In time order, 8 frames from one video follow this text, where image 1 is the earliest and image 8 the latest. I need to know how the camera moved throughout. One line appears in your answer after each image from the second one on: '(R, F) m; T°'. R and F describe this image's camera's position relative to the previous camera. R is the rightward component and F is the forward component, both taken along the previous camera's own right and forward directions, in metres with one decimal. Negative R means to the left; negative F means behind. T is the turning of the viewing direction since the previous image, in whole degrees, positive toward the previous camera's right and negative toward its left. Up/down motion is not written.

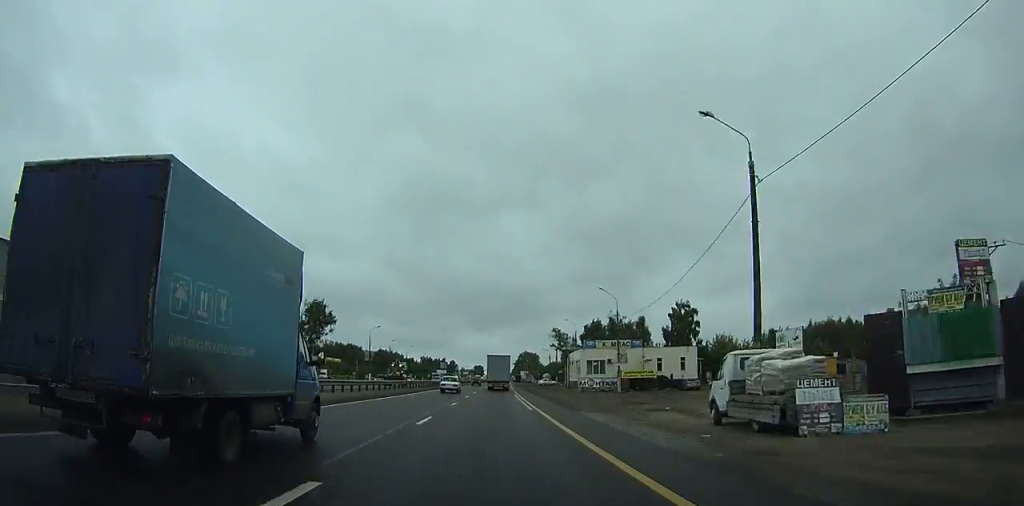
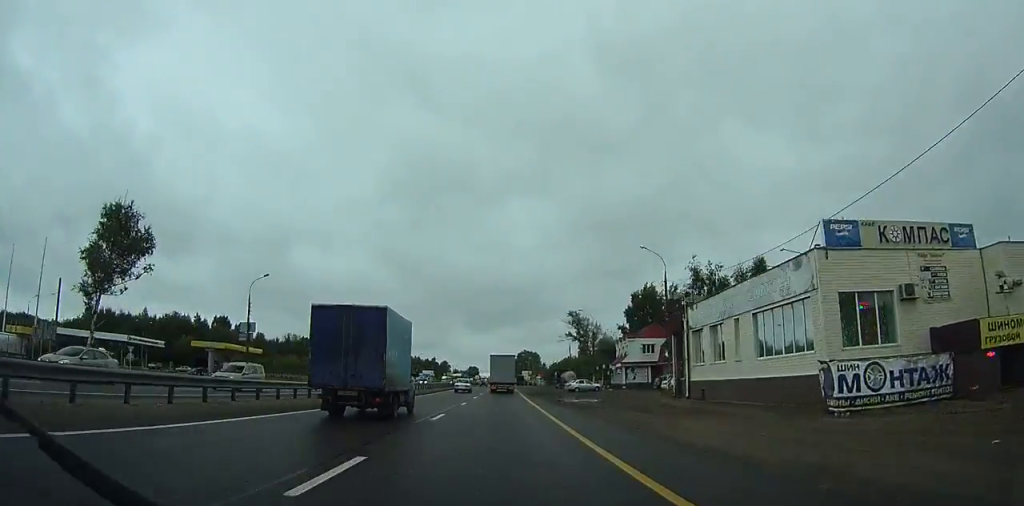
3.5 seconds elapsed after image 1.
(+0.3, +55.4) m; +3°
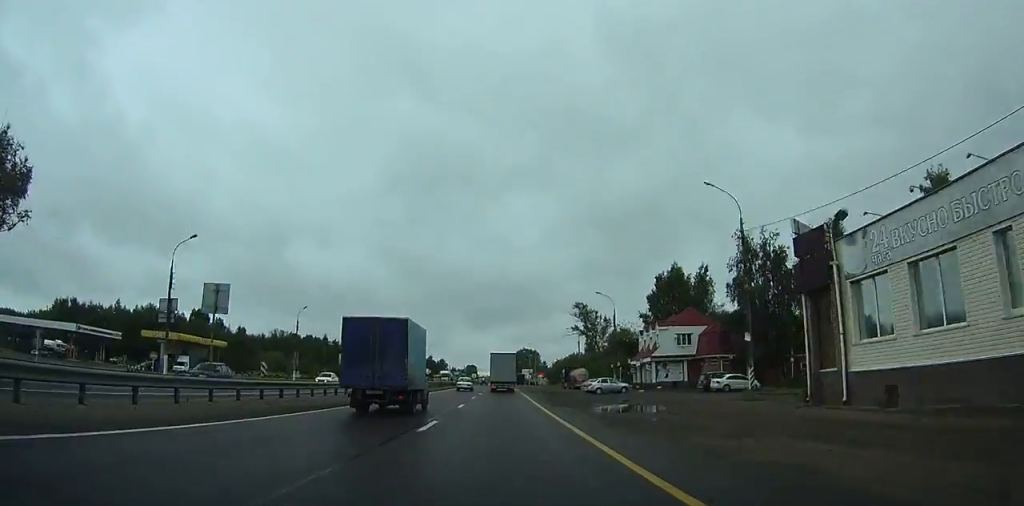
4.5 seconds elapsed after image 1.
(-0.7, +15.7) m; +8°
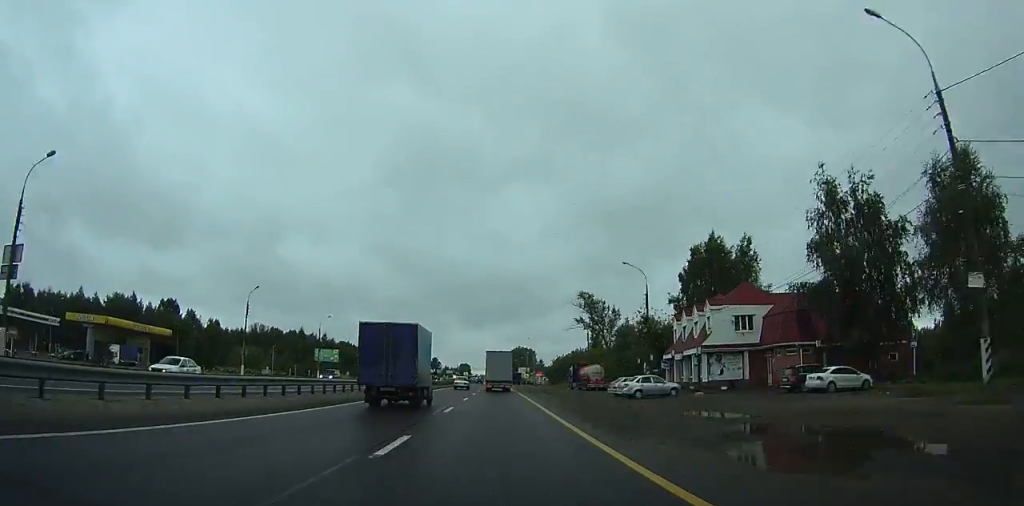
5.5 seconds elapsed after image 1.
(-1.1, +15.8) m; +5°
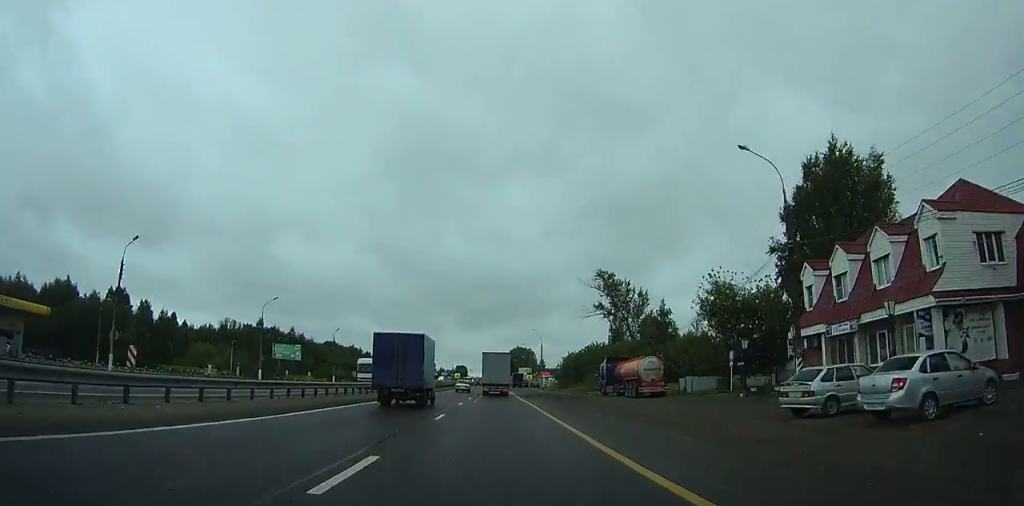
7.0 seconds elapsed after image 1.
(+8.2, +20.6) m; -11°
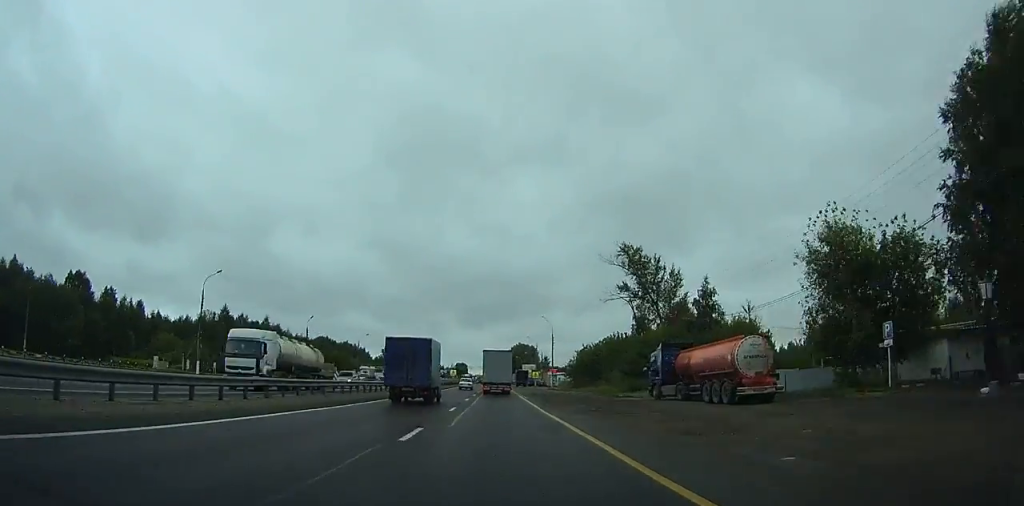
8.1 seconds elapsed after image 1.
(-5.0, +18.1) m; -8°
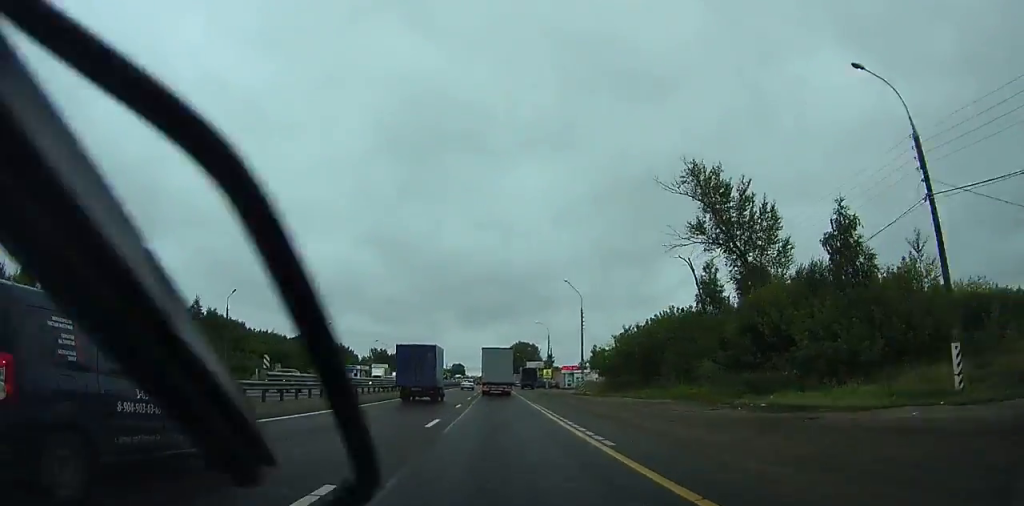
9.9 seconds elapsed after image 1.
(-7.2, +35.2) m; -6°
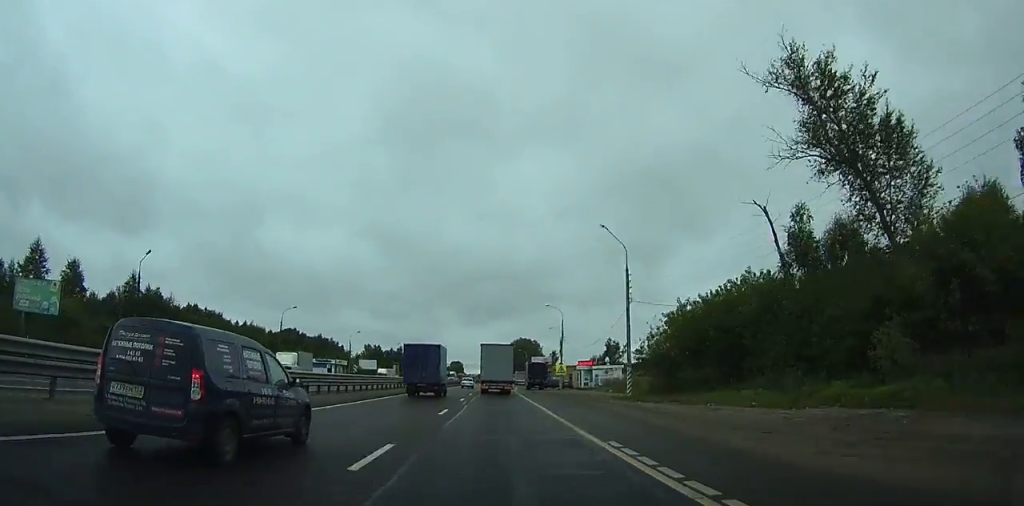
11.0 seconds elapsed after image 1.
(+2.2, +22.2) m; +6°
